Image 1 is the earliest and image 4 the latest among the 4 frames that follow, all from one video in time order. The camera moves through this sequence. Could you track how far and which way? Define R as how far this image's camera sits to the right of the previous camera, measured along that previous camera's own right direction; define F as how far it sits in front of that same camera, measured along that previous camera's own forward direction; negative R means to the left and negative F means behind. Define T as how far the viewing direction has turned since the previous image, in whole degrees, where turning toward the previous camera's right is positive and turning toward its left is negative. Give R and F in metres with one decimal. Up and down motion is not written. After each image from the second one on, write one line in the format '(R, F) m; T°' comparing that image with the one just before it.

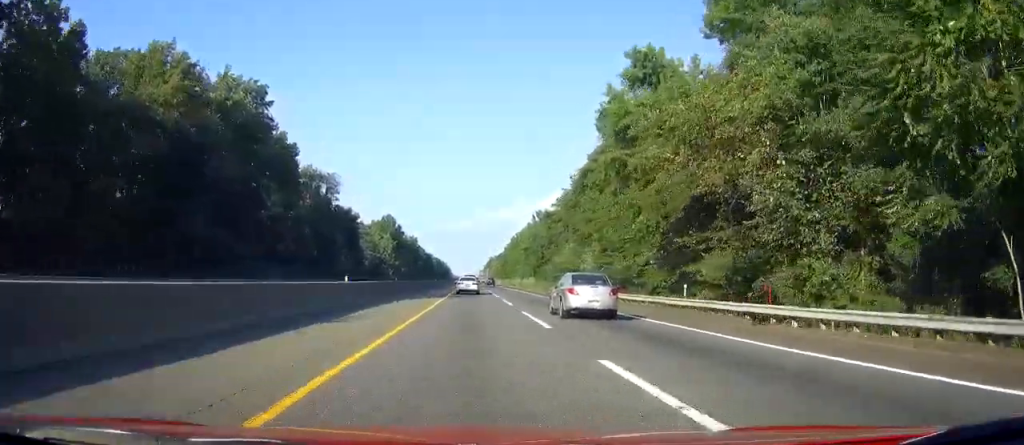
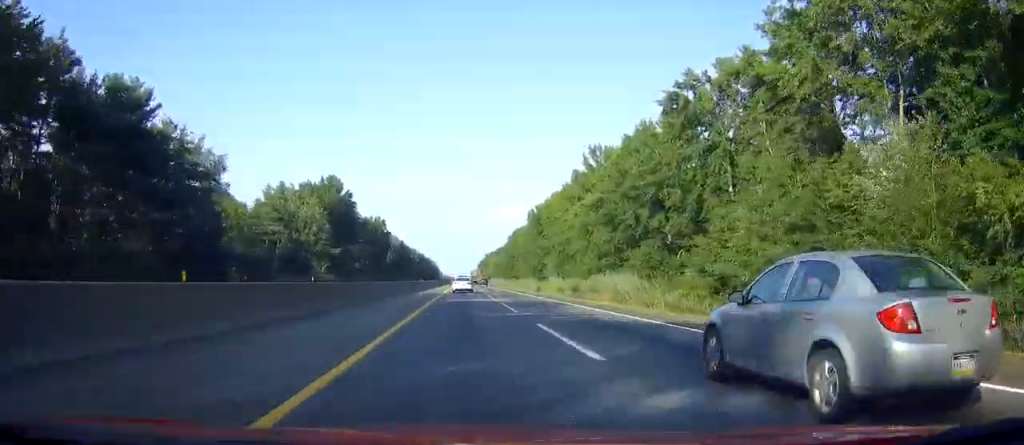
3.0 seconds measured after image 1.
(-0.8, +98.2) m; 0°
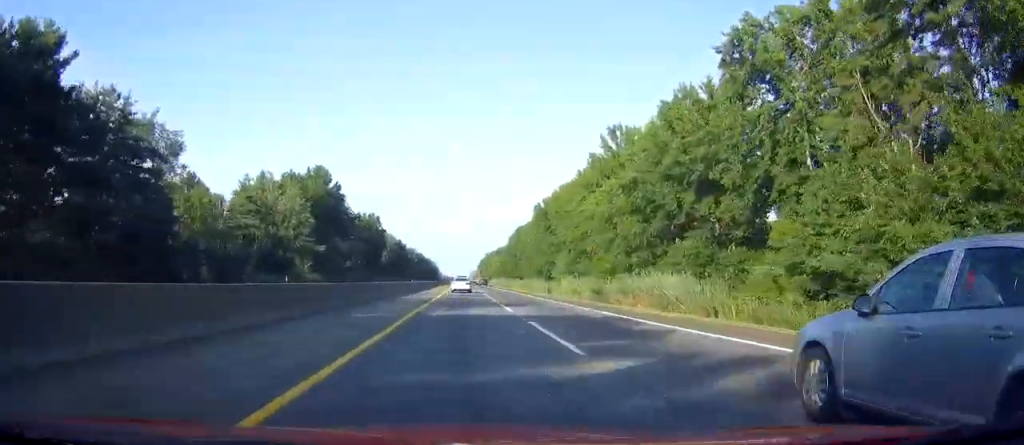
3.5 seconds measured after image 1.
(0.0, +14.2) m; 0°
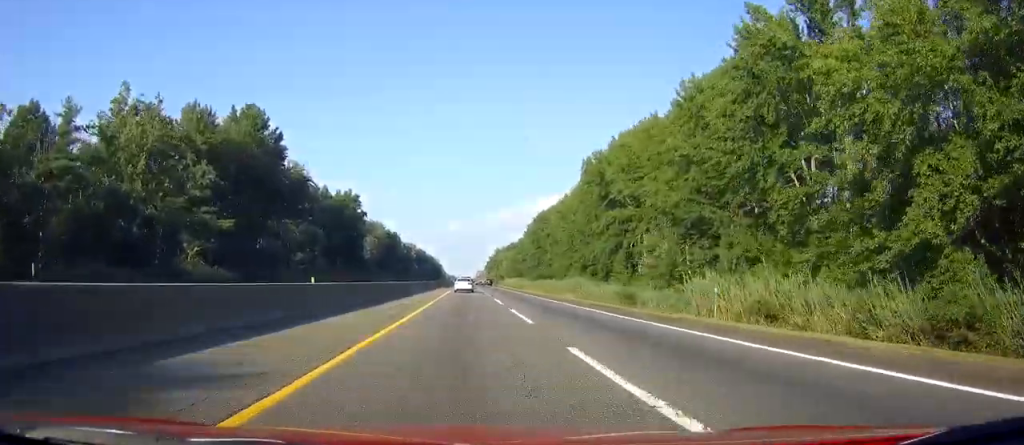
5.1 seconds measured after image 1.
(-0.1, +52.9) m; -1°
